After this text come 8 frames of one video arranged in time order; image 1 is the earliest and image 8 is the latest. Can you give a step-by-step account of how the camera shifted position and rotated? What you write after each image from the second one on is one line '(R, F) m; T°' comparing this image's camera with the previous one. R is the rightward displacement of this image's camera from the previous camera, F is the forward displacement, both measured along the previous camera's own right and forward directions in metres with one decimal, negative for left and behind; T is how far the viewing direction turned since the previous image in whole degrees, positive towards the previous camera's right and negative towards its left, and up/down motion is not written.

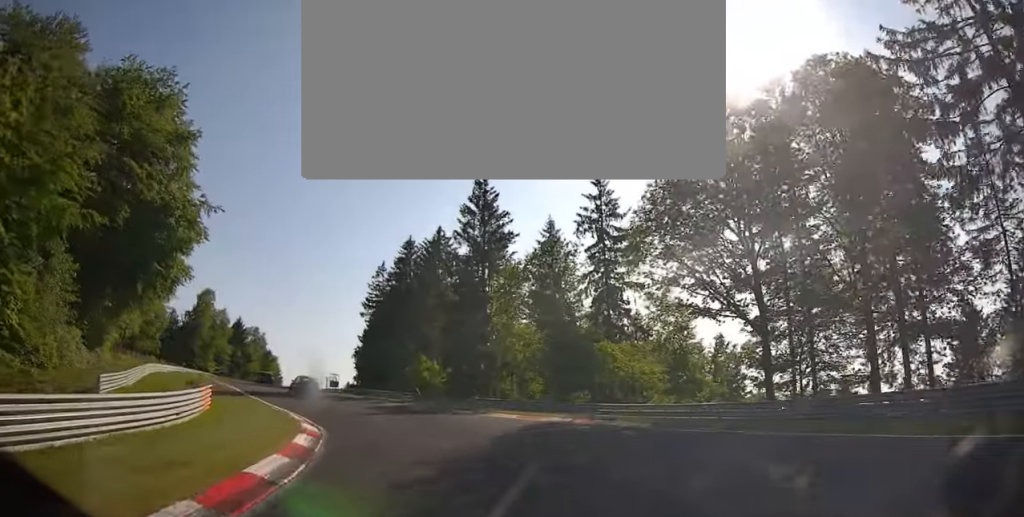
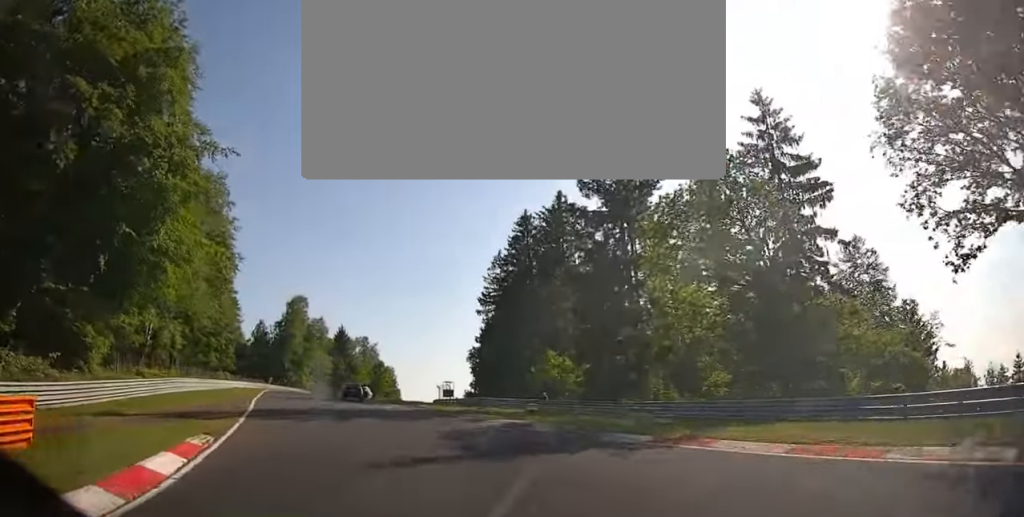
(-4.1, +14.8) m; -15°
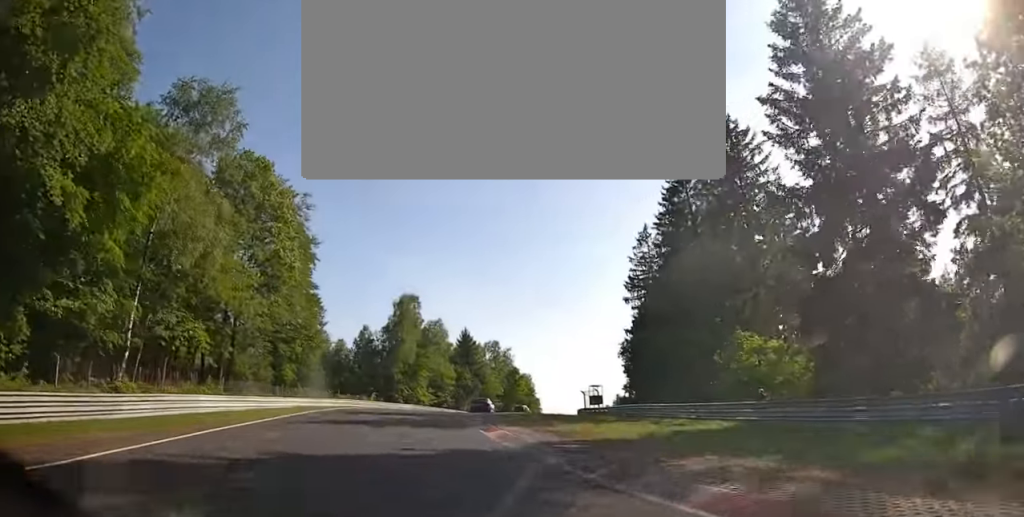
(-3.0, +17.6) m; -10°
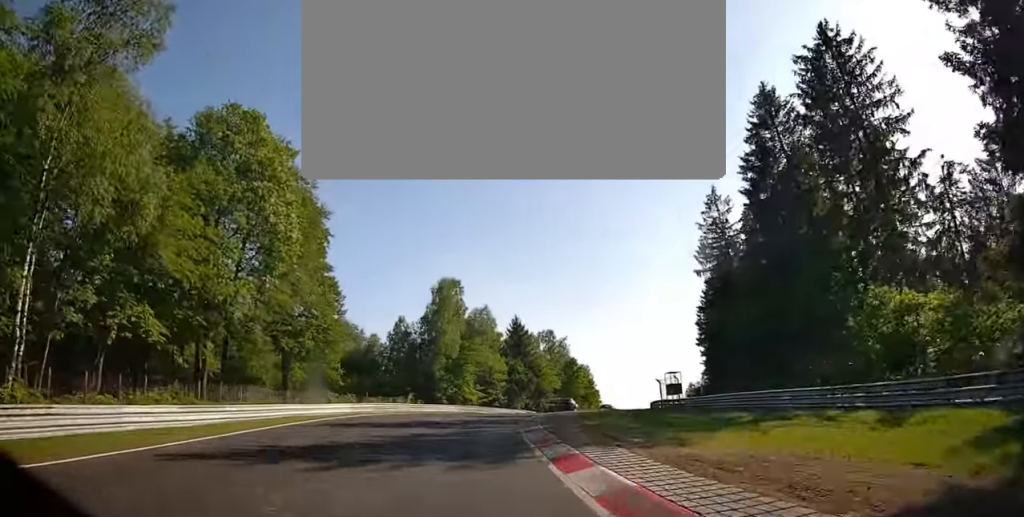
(-0.4, +11.4) m; +1°
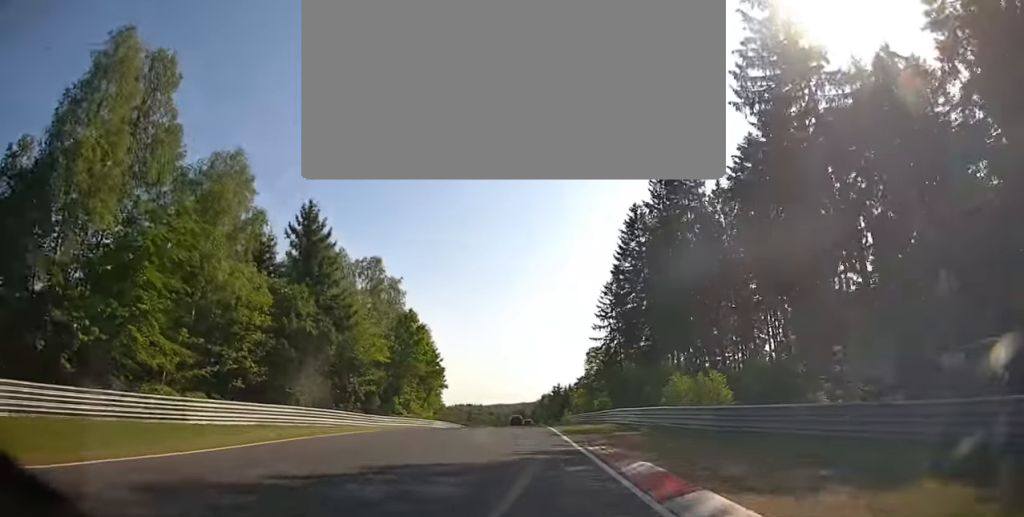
(+6.1, +47.9) m; +15°
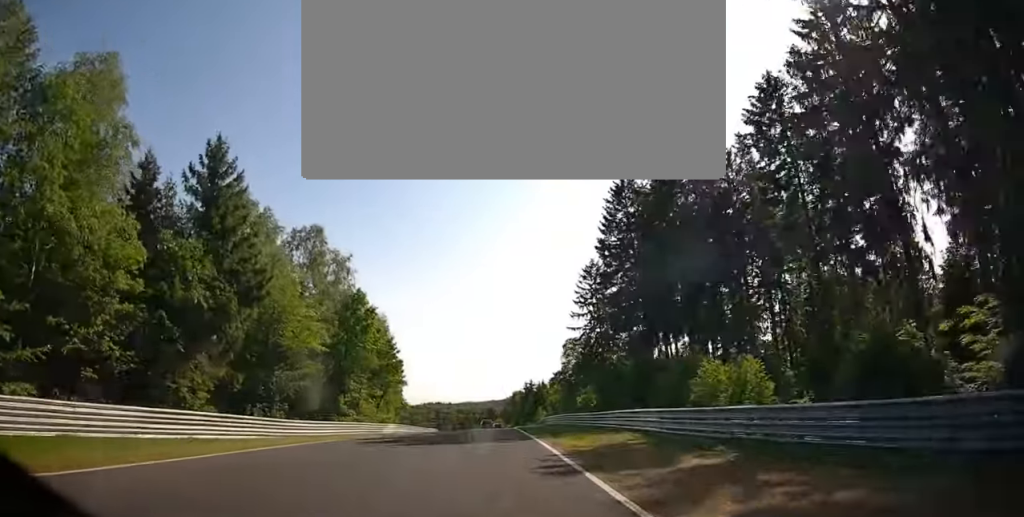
(+0.3, +11.3) m; +3°
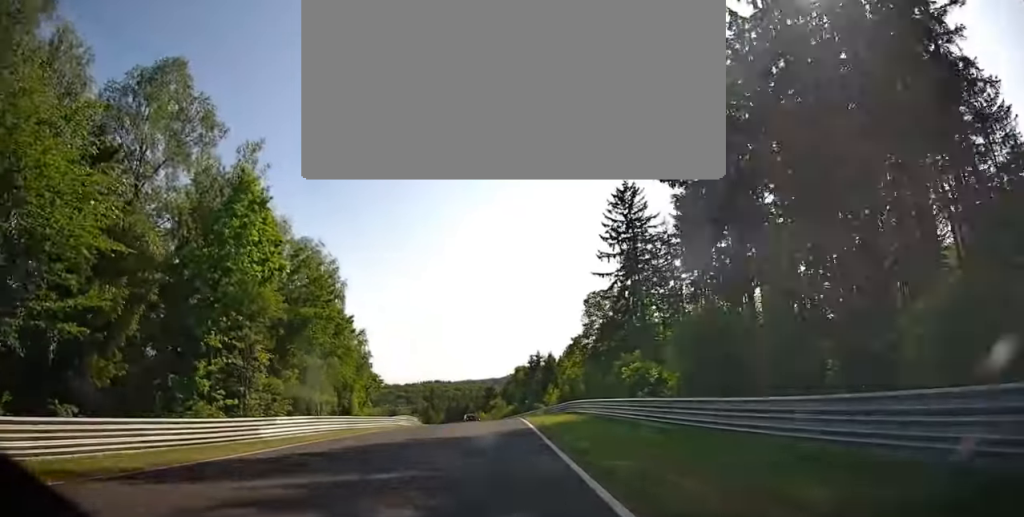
(+0.7, +27.3) m; +2°
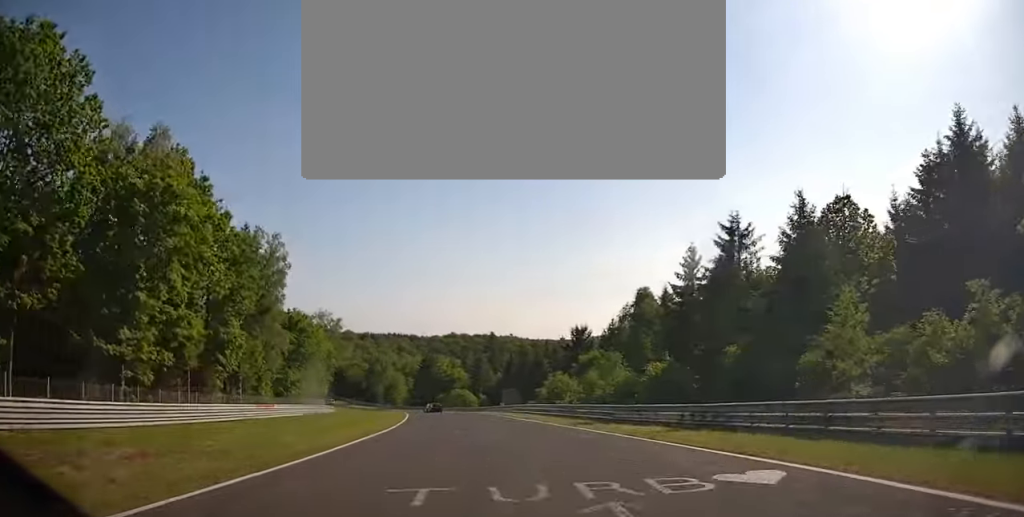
(-4.3, +75.6) m; -11°
